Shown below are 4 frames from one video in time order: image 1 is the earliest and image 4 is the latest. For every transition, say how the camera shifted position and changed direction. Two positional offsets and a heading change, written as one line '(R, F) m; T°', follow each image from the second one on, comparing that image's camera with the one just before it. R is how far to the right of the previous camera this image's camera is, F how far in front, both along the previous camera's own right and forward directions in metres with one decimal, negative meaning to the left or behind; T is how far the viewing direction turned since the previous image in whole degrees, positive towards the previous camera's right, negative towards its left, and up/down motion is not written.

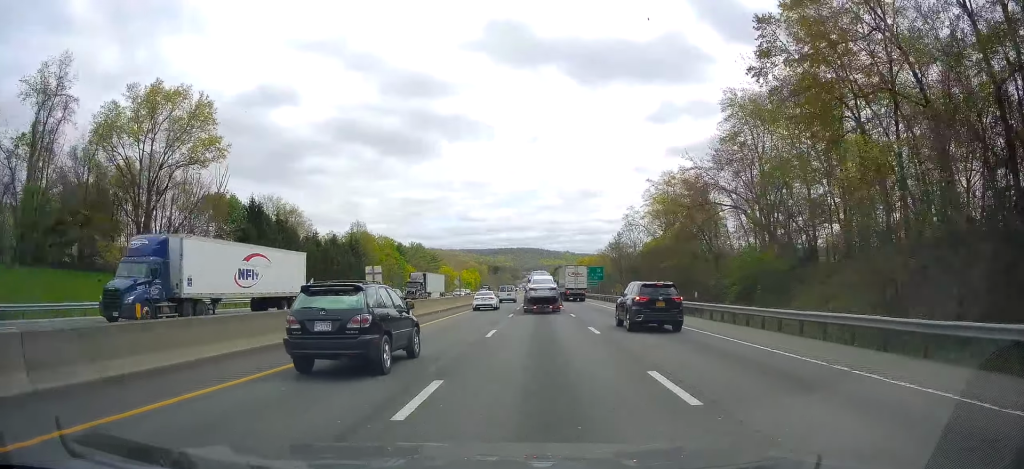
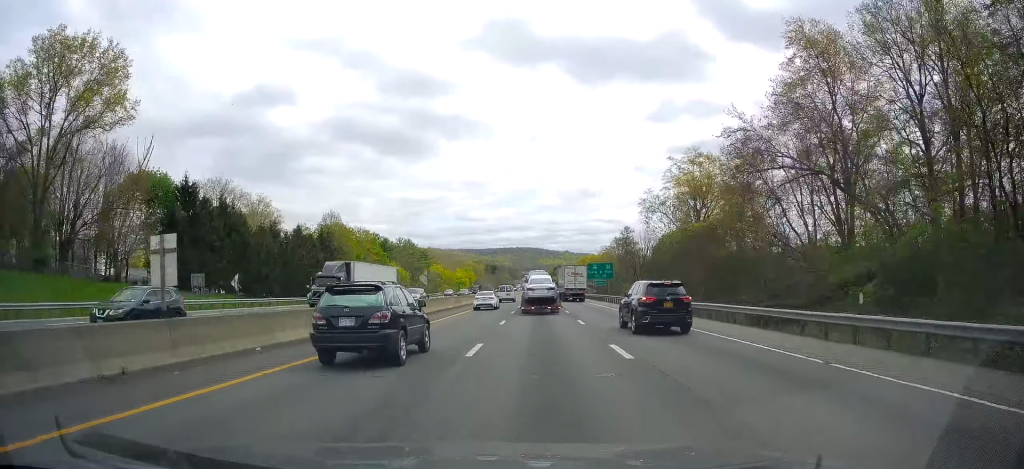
(-0.3, +19.4) m; 0°
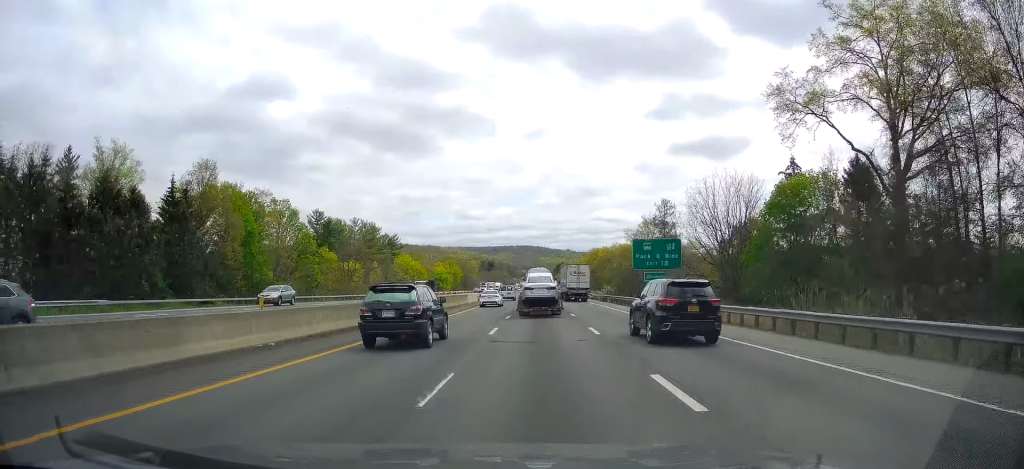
(+0.7, +54.5) m; +1°
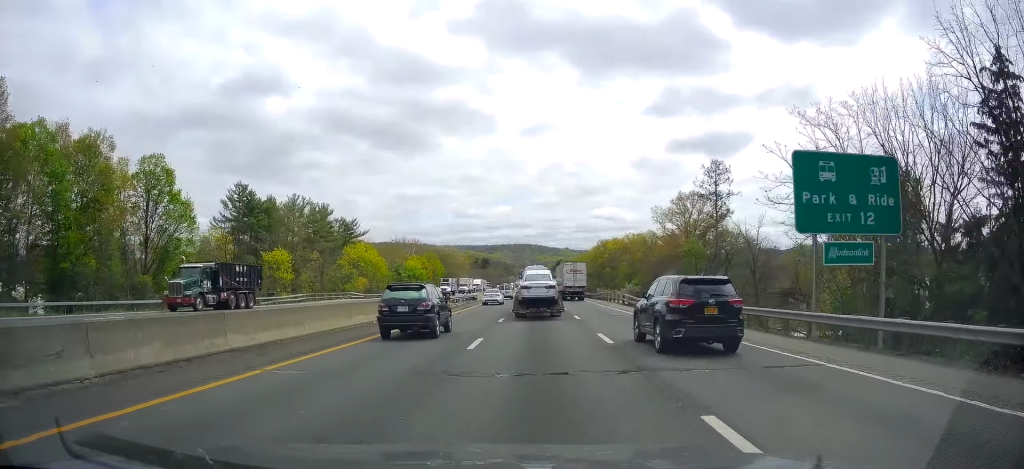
(0.0, +40.0) m; -1°
